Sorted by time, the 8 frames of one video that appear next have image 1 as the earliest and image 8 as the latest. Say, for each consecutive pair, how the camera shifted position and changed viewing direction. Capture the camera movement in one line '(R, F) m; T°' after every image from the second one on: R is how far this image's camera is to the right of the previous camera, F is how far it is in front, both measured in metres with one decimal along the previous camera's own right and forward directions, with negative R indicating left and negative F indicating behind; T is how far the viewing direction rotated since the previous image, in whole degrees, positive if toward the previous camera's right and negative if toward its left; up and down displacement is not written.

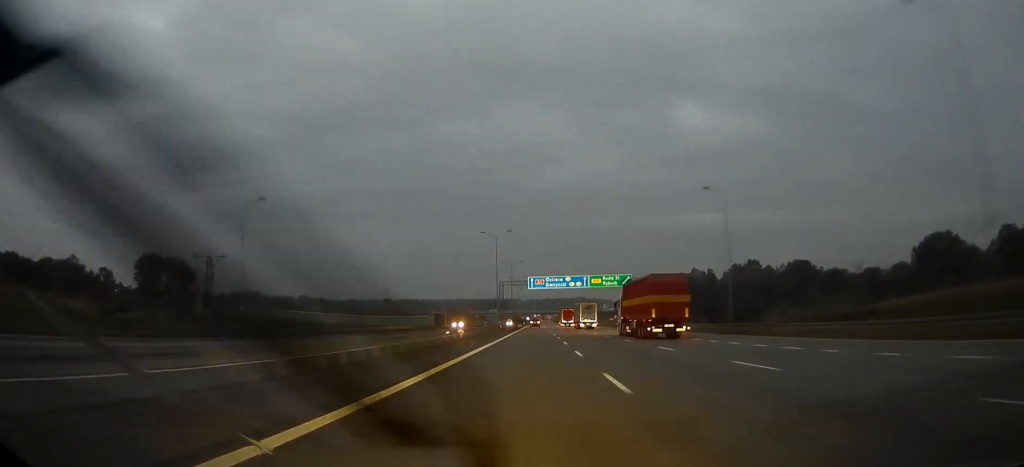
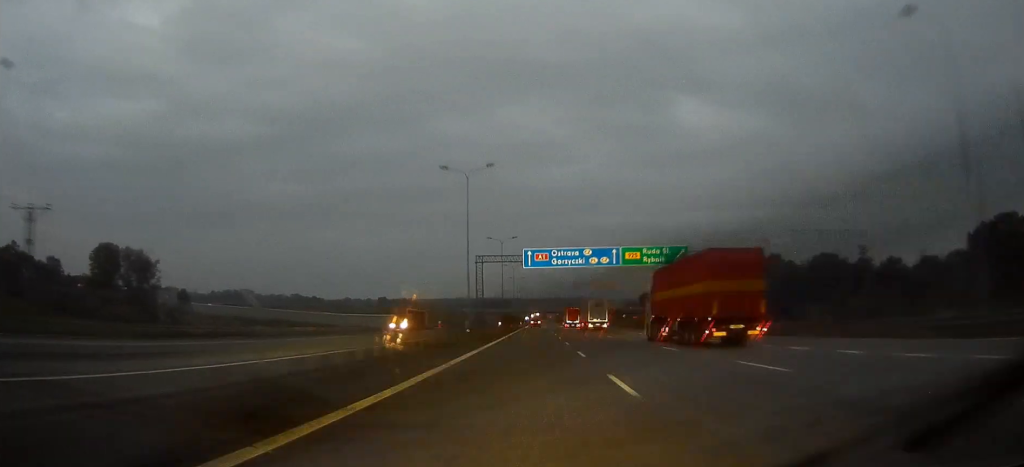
(+0.4, +33.2) m; -1°
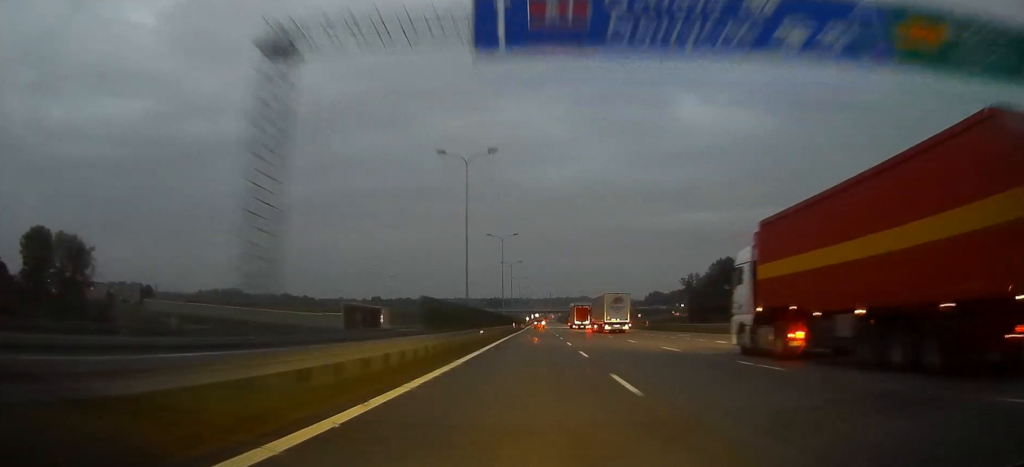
(-1.4, +44.8) m; -2°
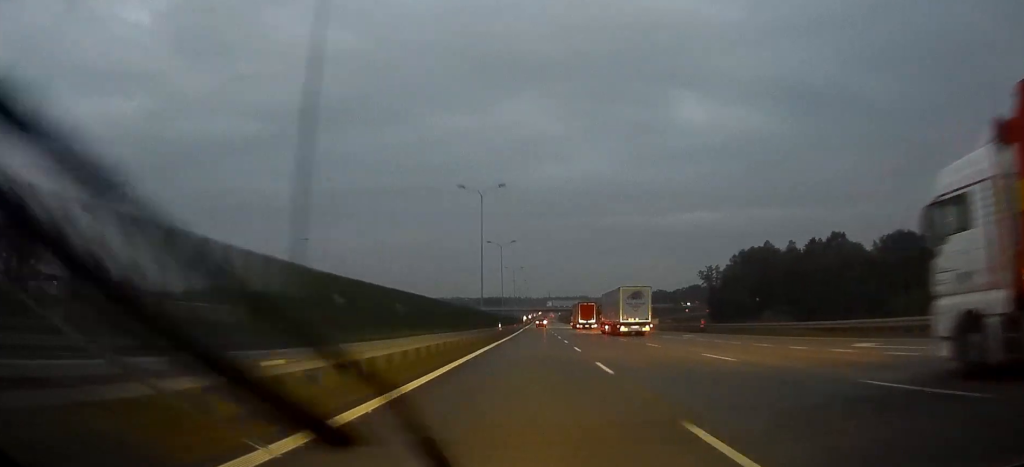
(0.0, +30.4) m; 0°
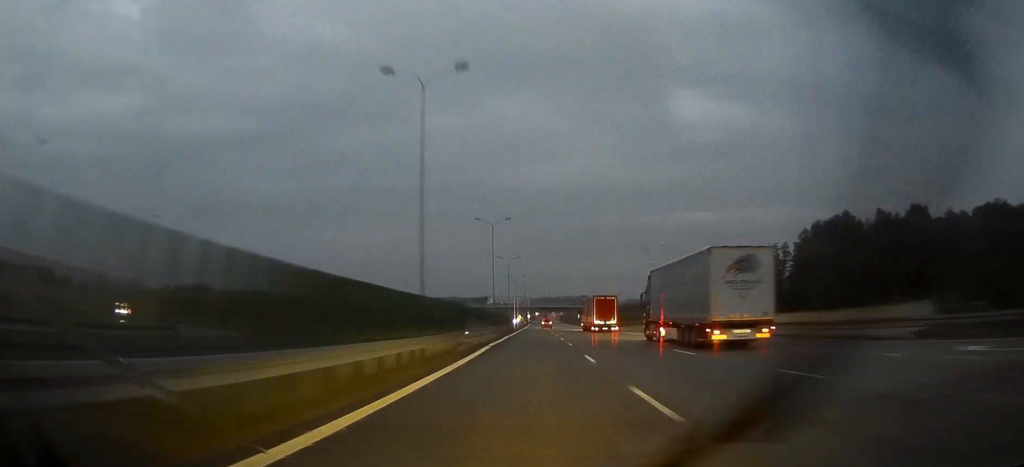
(-0.1, +66.0) m; 0°
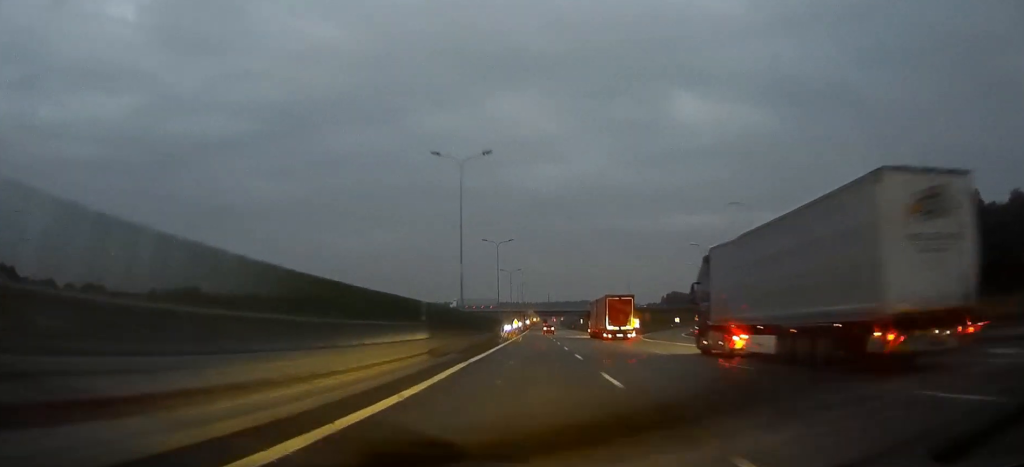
(0.0, +31.0) m; 0°
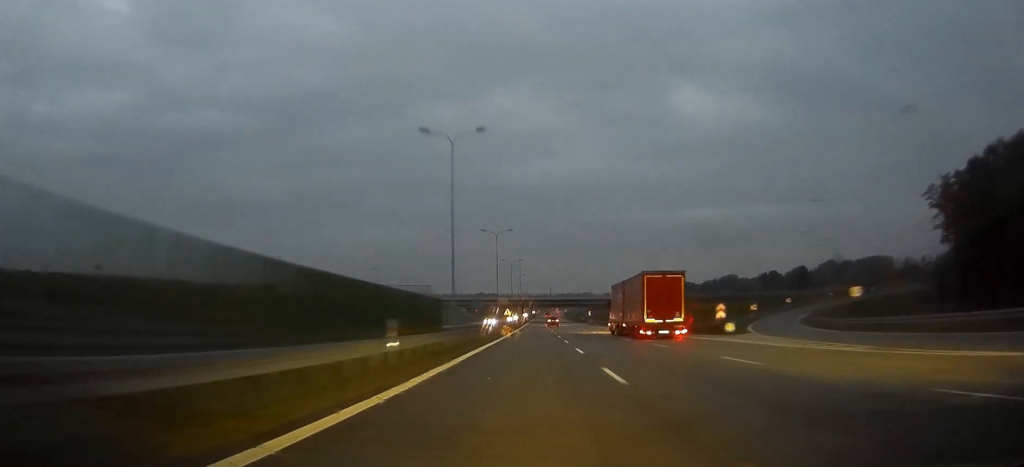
(+0.1, +48.5) m; 0°
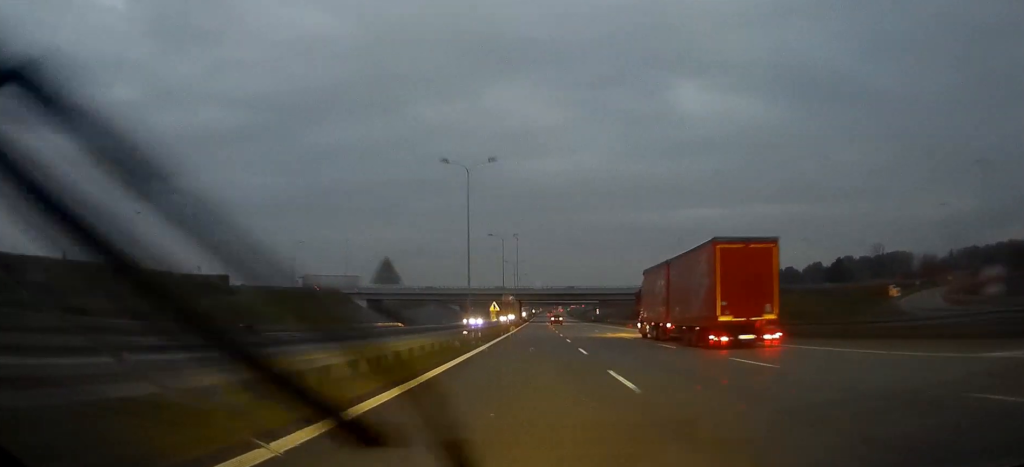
(0.0, +37.3) m; 0°
